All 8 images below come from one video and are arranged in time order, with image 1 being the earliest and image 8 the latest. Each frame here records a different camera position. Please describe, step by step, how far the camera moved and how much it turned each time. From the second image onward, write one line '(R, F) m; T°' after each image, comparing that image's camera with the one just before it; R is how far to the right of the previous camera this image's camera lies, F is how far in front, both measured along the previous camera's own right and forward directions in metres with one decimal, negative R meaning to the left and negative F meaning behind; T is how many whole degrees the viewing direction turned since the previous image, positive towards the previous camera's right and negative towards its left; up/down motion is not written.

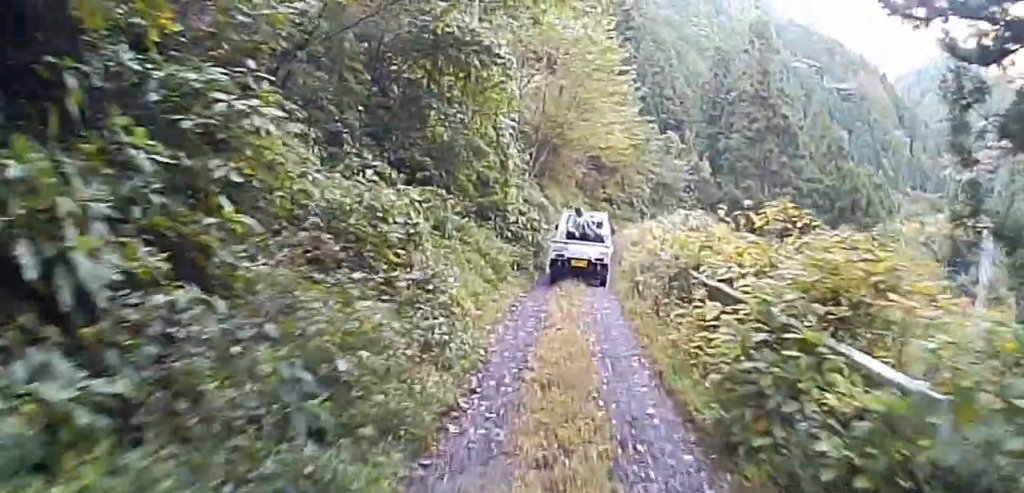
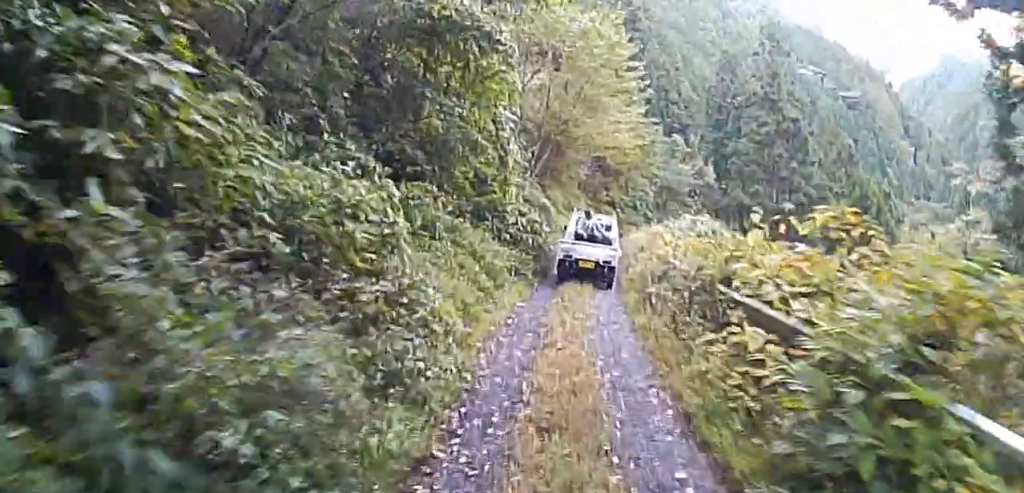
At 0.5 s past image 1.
(-0.1, +1.8) m; +1°
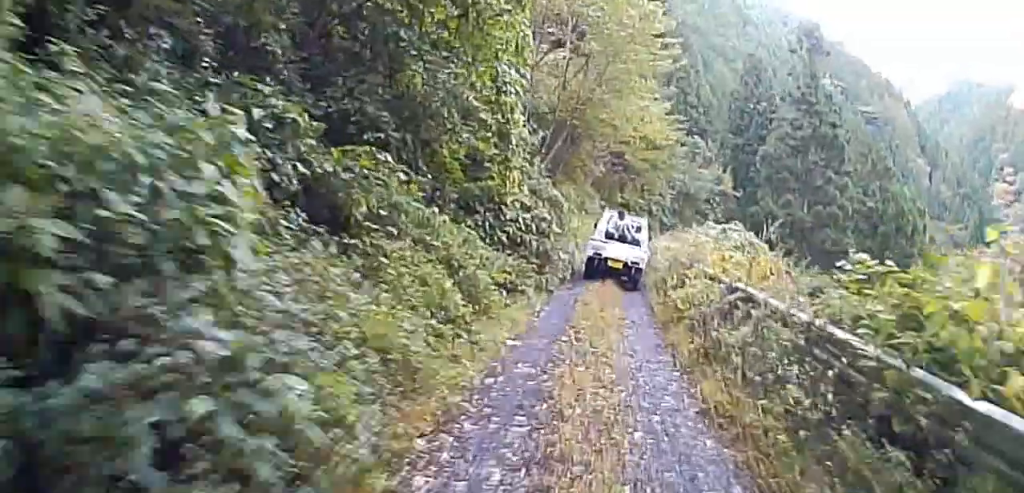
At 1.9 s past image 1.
(0.0, +2.6) m; -11°
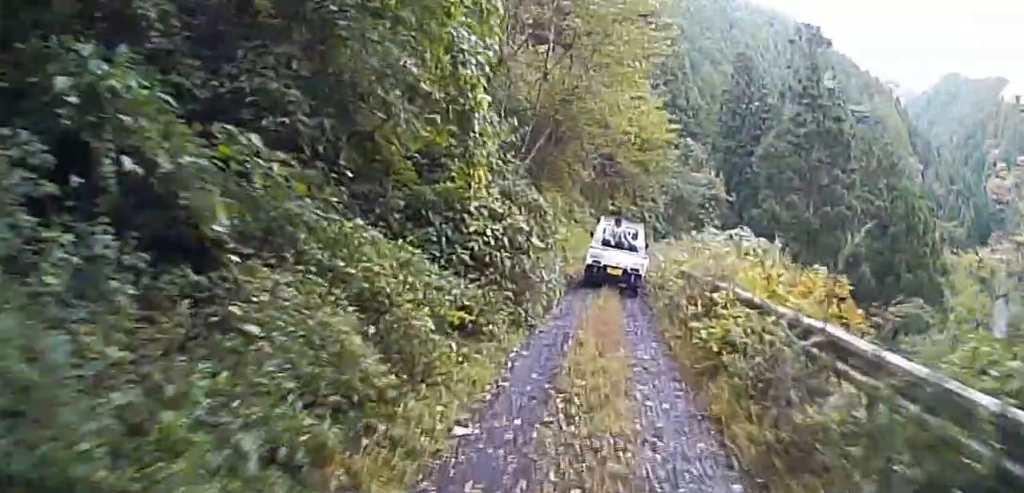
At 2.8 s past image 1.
(-0.4, +4.5) m; -2°
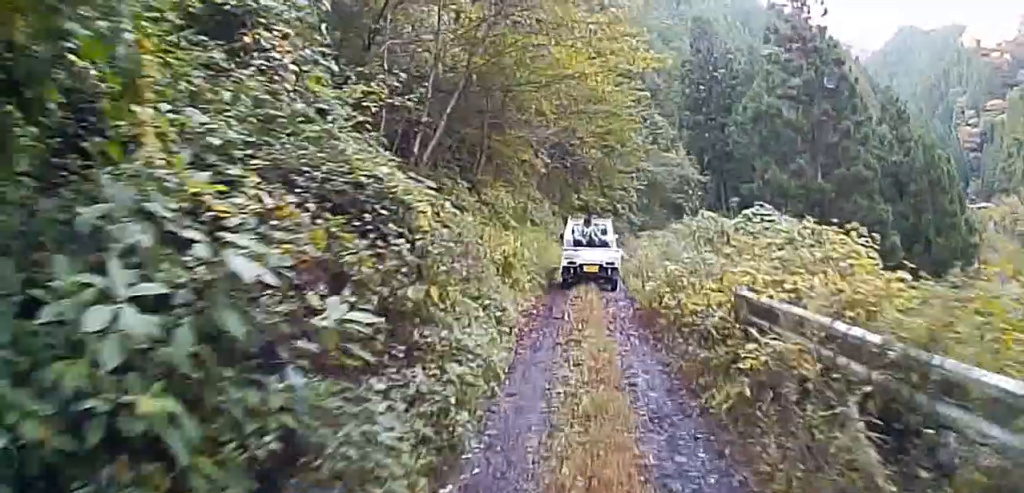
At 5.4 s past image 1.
(+0.8, +9.6) m; +22°
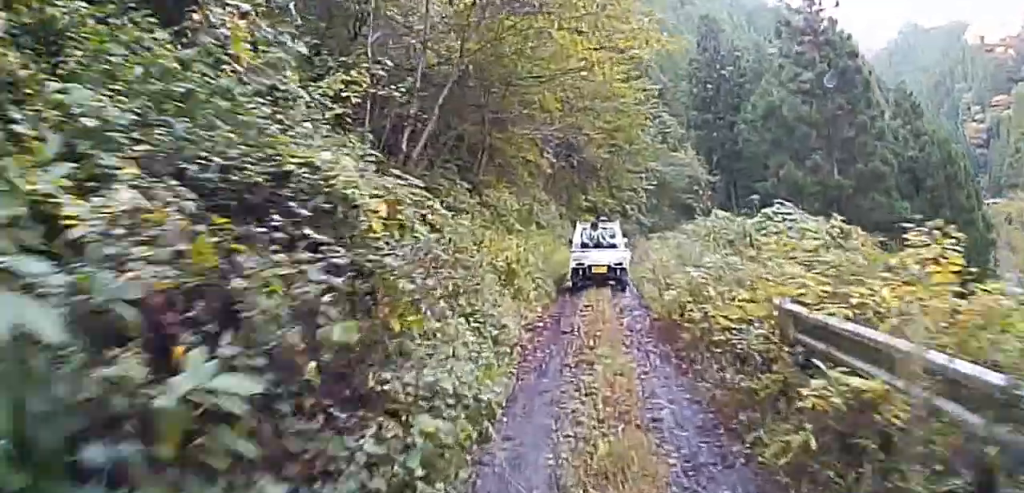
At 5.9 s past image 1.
(0.0, +1.1) m; +5°
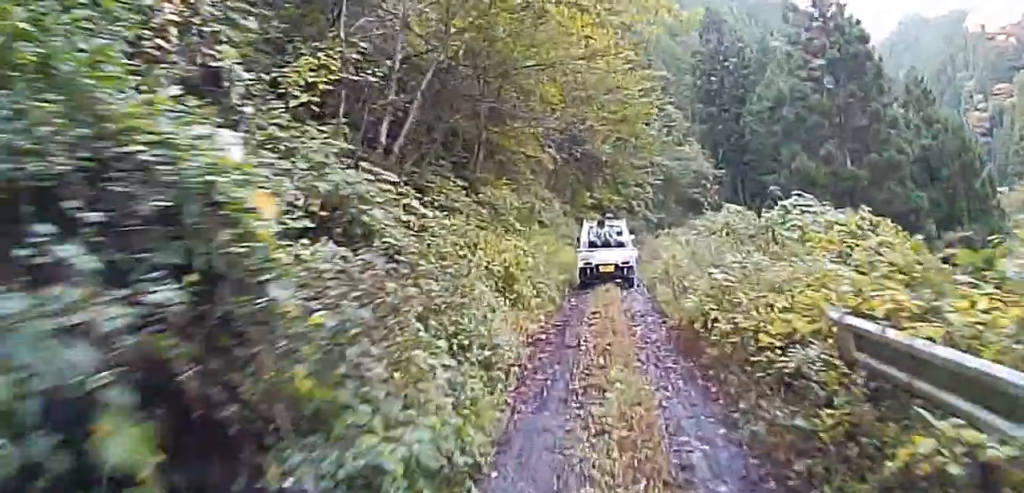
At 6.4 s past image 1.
(+0.4, +0.7) m; -3°
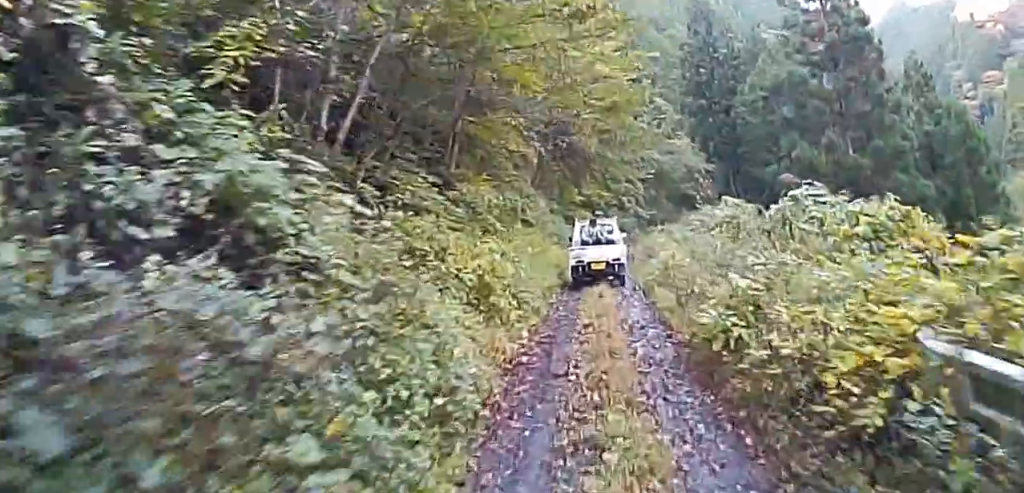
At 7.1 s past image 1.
(-0.1, +1.4) m; -11°
